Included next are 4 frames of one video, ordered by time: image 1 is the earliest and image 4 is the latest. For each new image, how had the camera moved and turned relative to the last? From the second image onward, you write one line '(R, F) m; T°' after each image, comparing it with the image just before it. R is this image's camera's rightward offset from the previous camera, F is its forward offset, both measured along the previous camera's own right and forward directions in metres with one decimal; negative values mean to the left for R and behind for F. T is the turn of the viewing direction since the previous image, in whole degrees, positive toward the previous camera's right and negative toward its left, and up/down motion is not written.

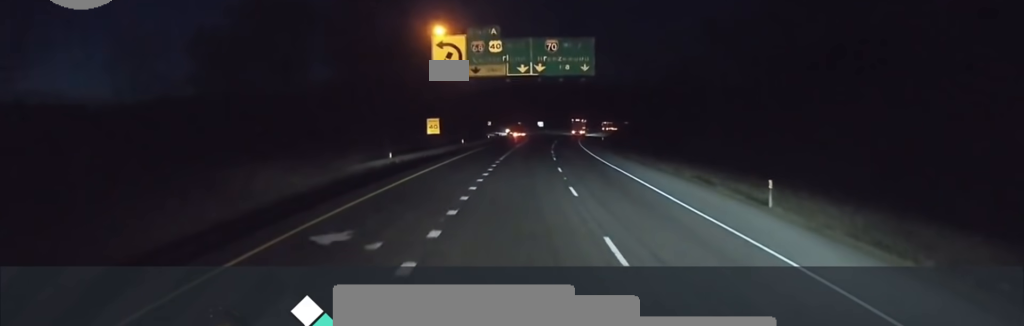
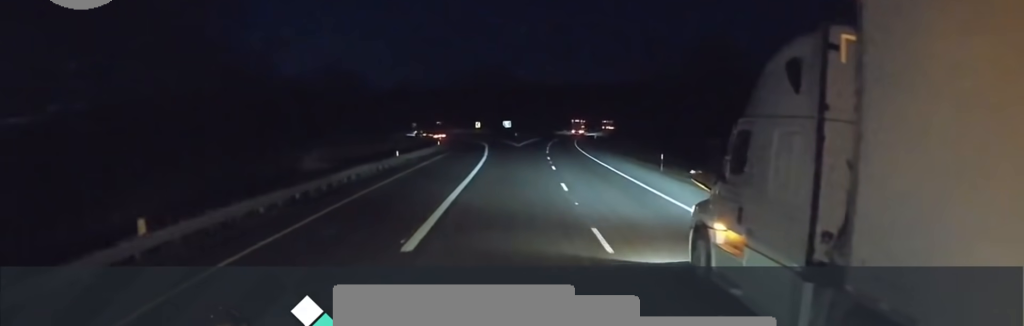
(+2.0, +60.1) m; +3°
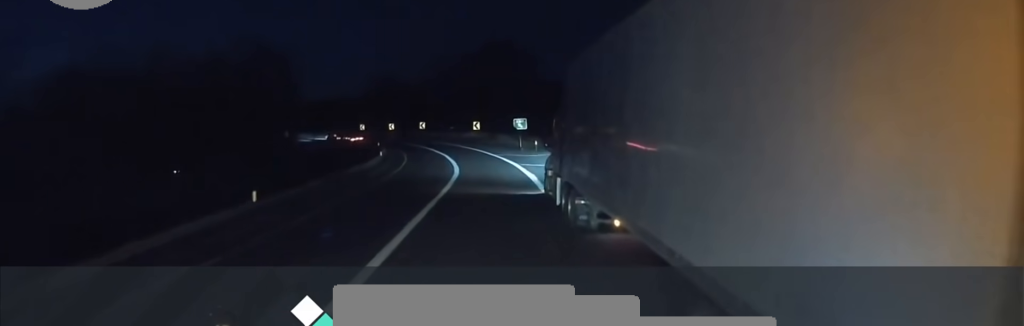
(+0.6, +58.9) m; 0°
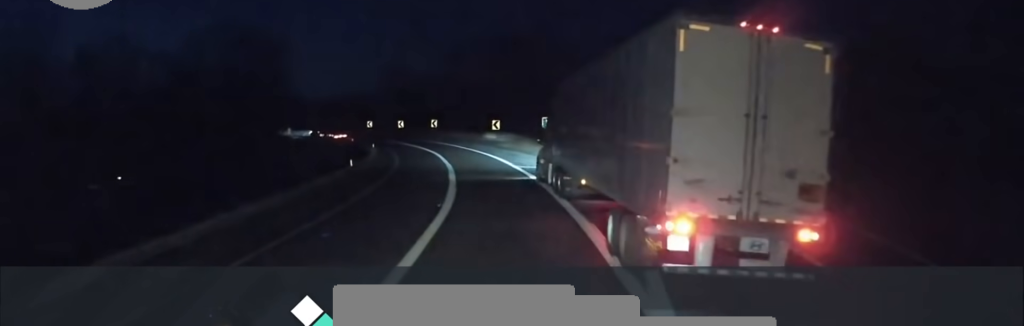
(-0.2, +18.0) m; -1°
